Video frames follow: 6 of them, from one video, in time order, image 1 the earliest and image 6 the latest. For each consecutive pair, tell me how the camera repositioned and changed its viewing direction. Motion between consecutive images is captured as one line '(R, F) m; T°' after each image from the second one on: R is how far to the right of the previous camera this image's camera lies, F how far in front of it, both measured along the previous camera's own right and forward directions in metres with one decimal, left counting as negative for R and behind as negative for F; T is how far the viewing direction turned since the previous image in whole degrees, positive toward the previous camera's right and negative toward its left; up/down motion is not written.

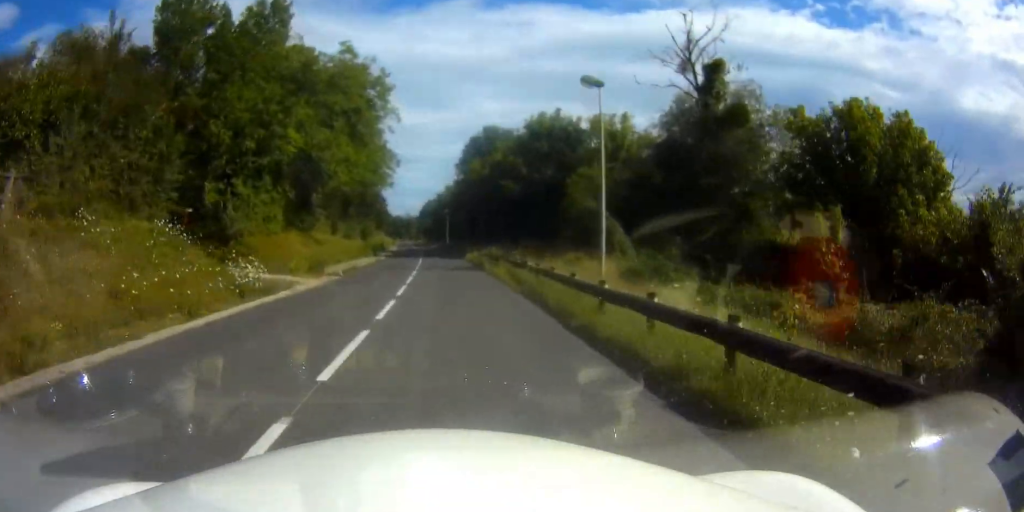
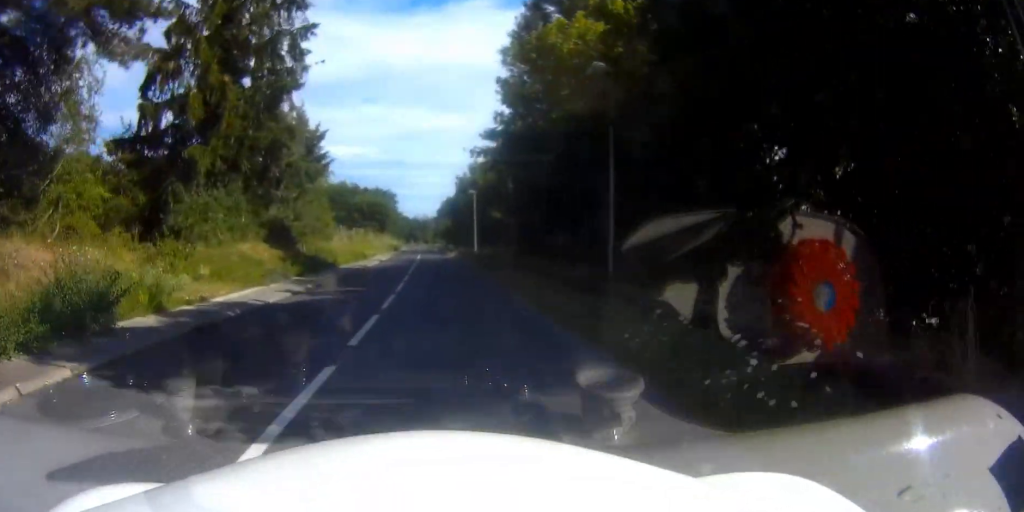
(-0.9, +41.3) m; -3°
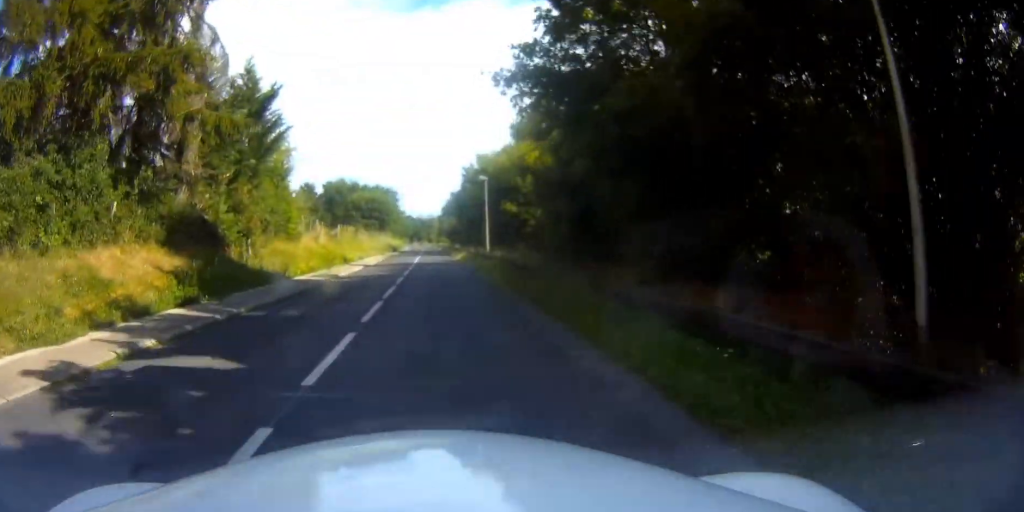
(0.0, +10.7) m; -1°
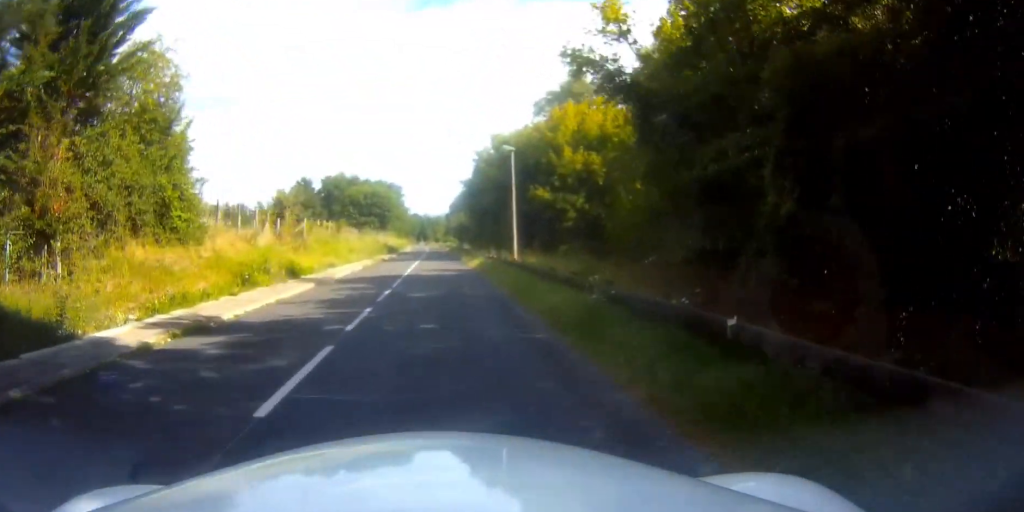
(-0.2, +13.9) m; 0°
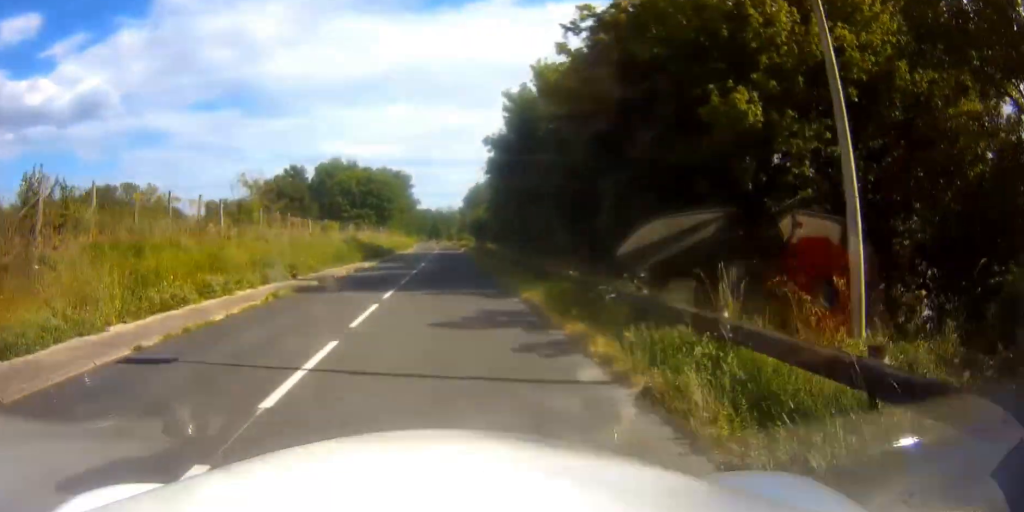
(+0.1, +25.8) m; 0°
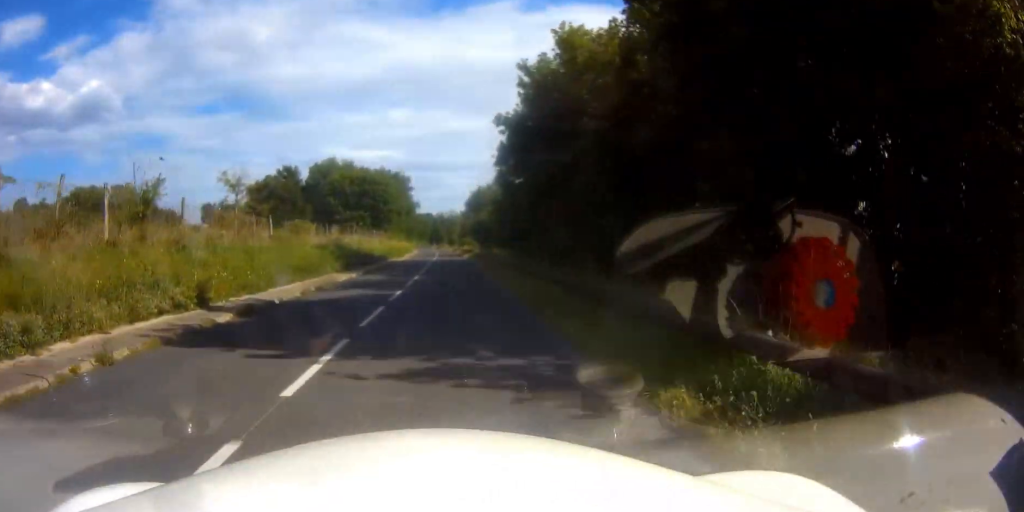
(-0.1, +8.2) m; 0°
